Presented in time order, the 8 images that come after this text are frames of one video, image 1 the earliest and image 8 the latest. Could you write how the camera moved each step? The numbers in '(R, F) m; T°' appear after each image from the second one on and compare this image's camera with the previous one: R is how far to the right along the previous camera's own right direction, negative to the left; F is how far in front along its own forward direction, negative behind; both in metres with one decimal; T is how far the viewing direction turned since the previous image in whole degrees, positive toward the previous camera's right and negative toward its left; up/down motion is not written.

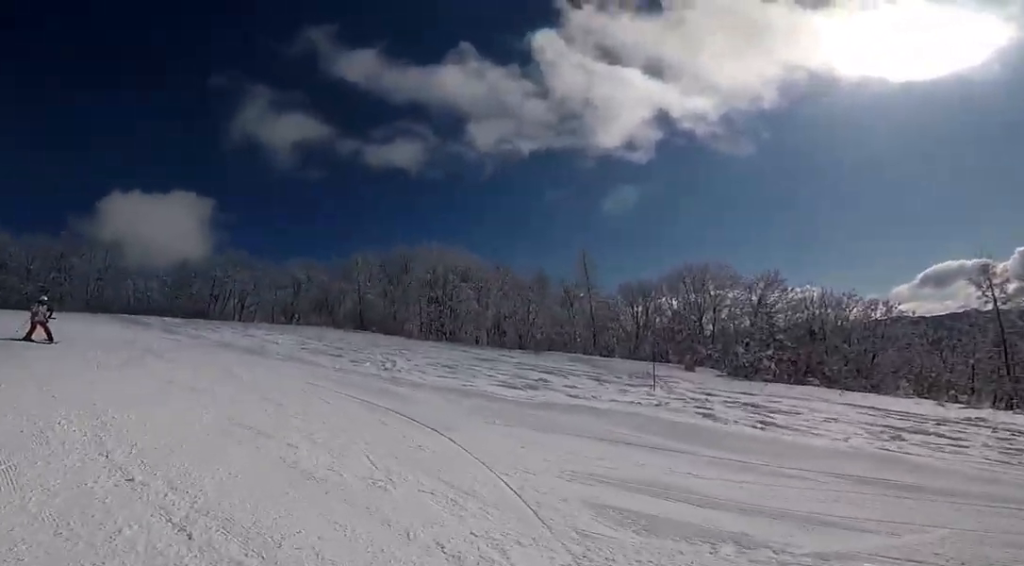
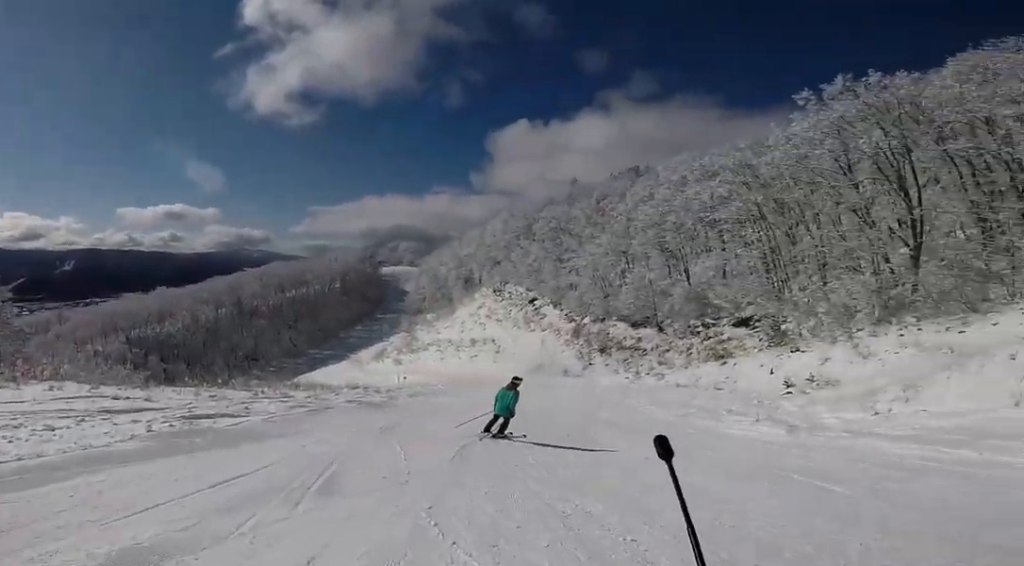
(+2.6, +3.7) m; +67°
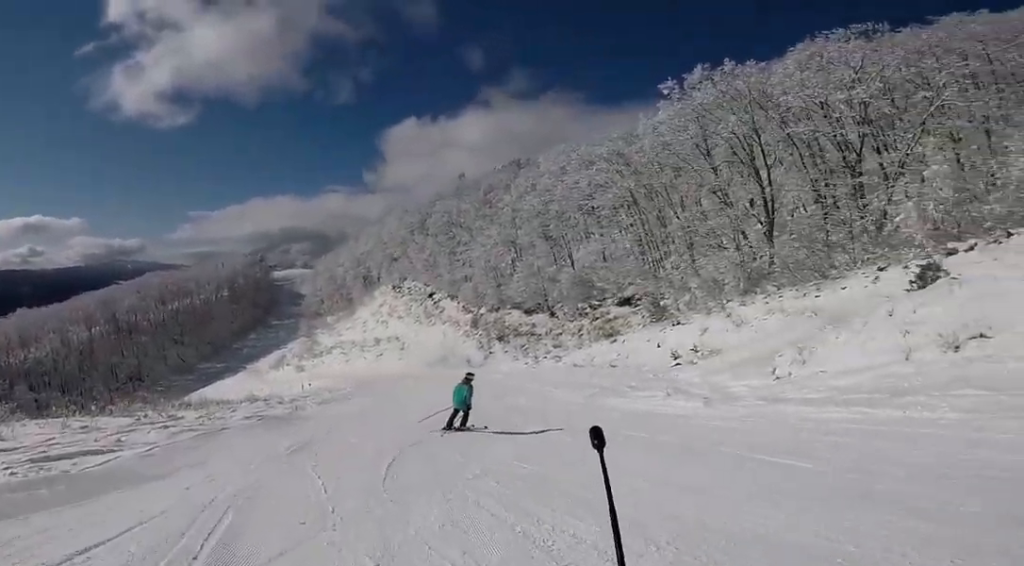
(-0.1, +1.4) m; +14°
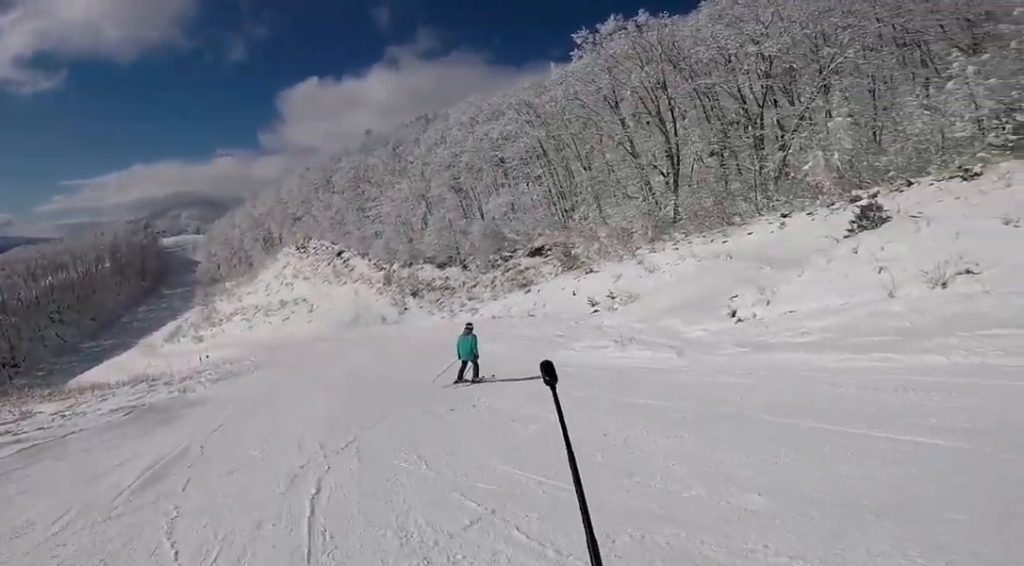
(+0.7, +2.7) m; +13°
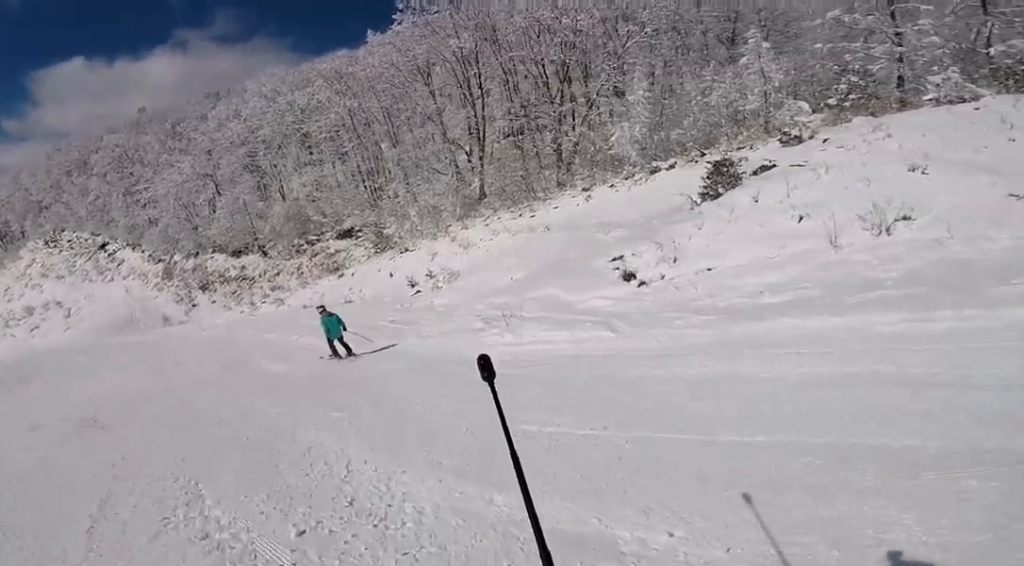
(+0.4, +5.2) m; +5°
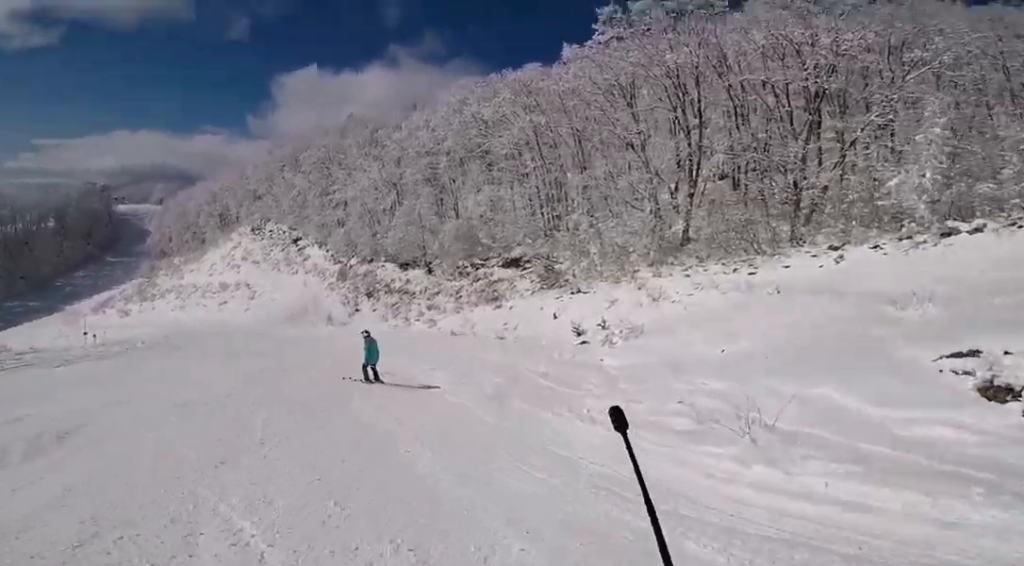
(+0.1, +4.5) m; -11°
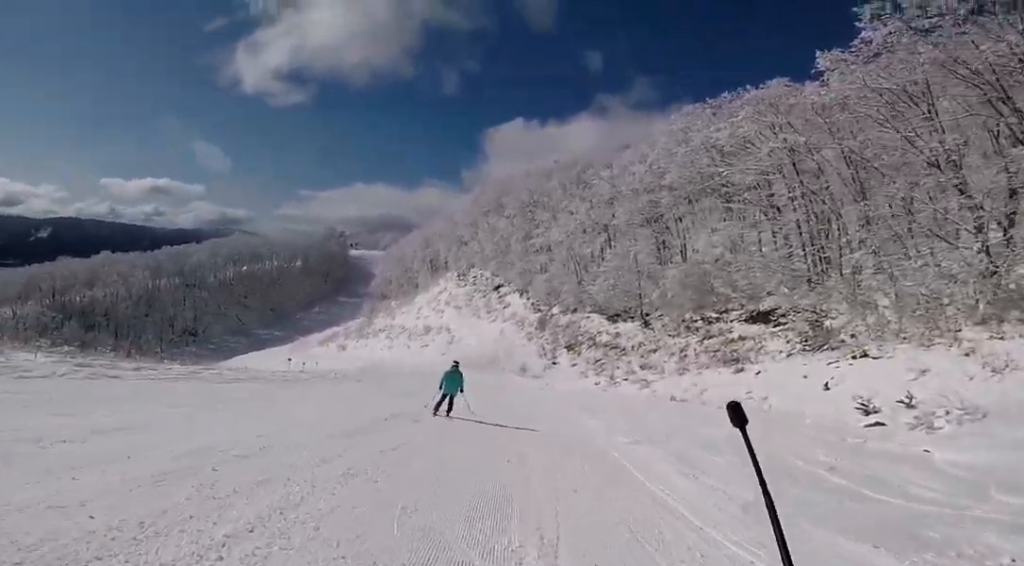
(-0.4, +4.1) m; -17°
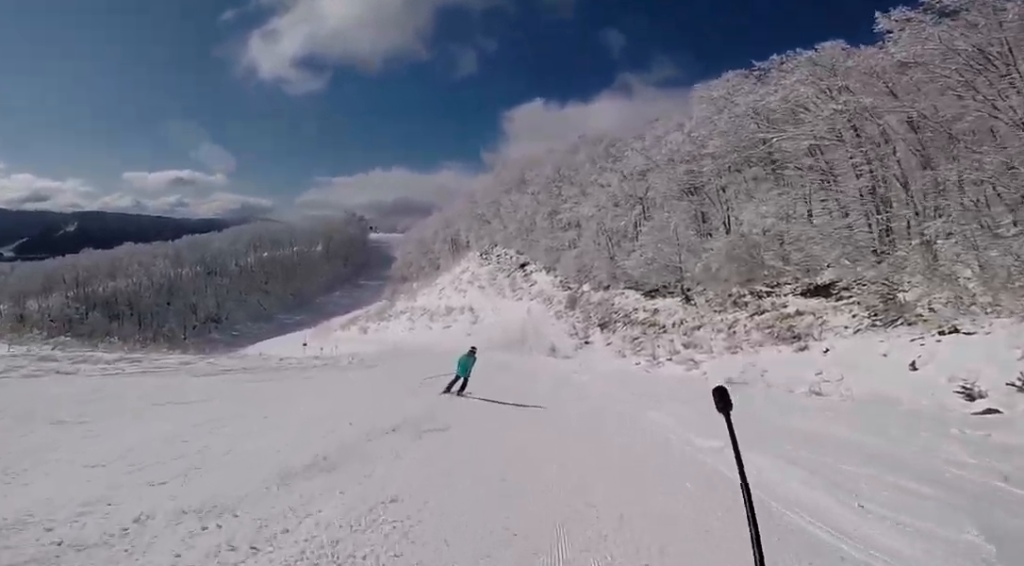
(-1.1, +2.8) m; -8°
